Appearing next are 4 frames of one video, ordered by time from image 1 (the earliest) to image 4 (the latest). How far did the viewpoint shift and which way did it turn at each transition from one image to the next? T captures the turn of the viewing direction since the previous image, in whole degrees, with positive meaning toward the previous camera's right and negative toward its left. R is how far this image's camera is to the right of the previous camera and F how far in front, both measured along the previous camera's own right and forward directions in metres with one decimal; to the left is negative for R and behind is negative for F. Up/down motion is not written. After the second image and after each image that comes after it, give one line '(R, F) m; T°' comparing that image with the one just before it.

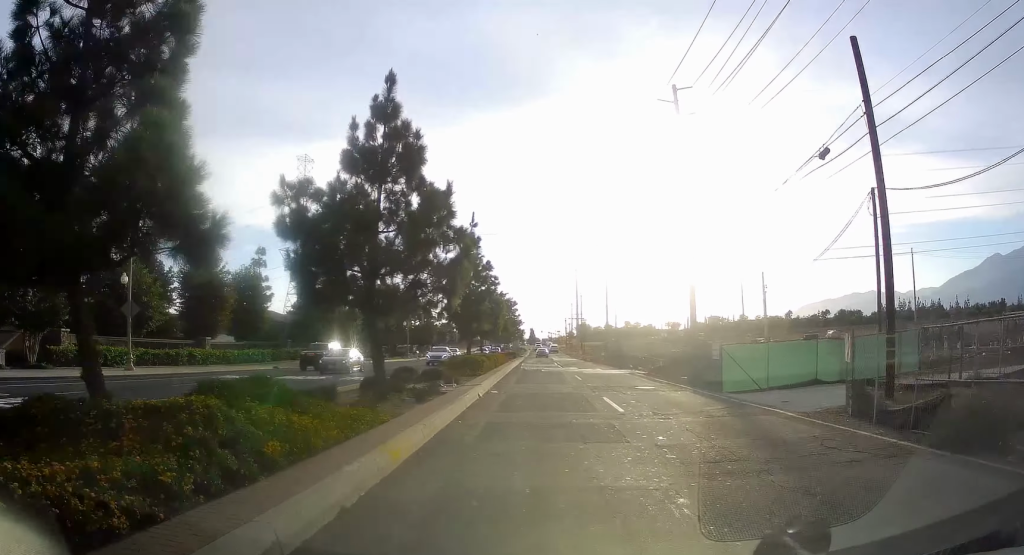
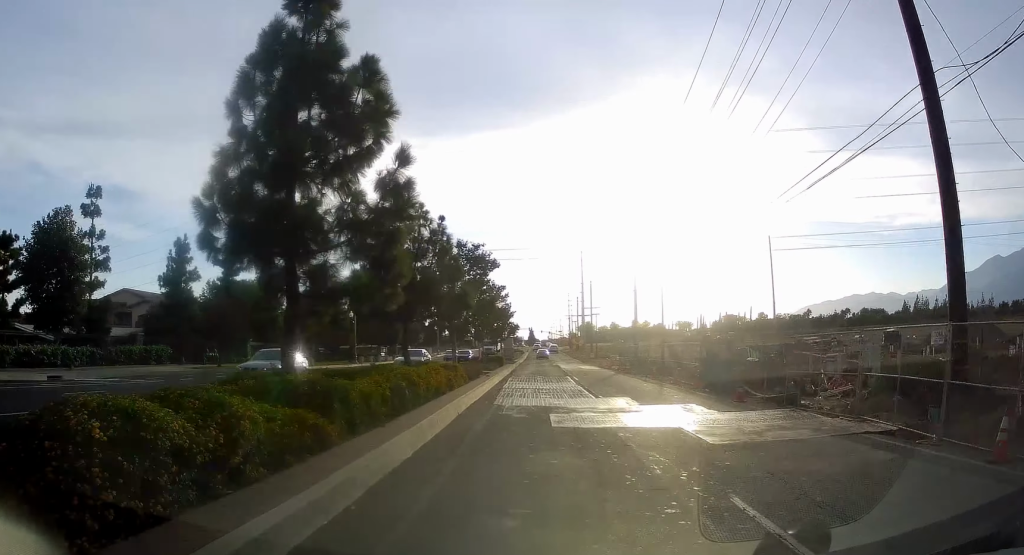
(0.0, +28.4) m; 0°
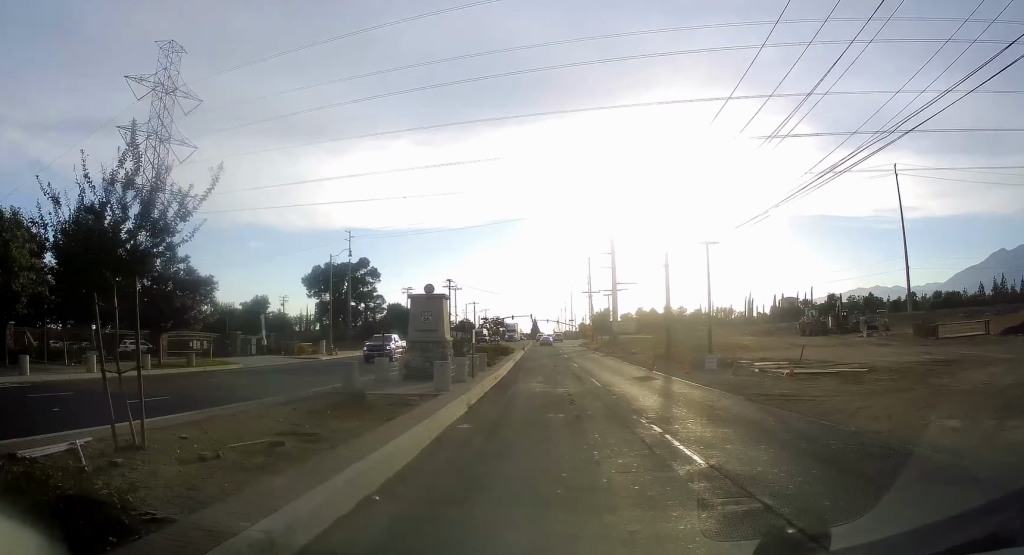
(0.0, +68.4) m; -2°
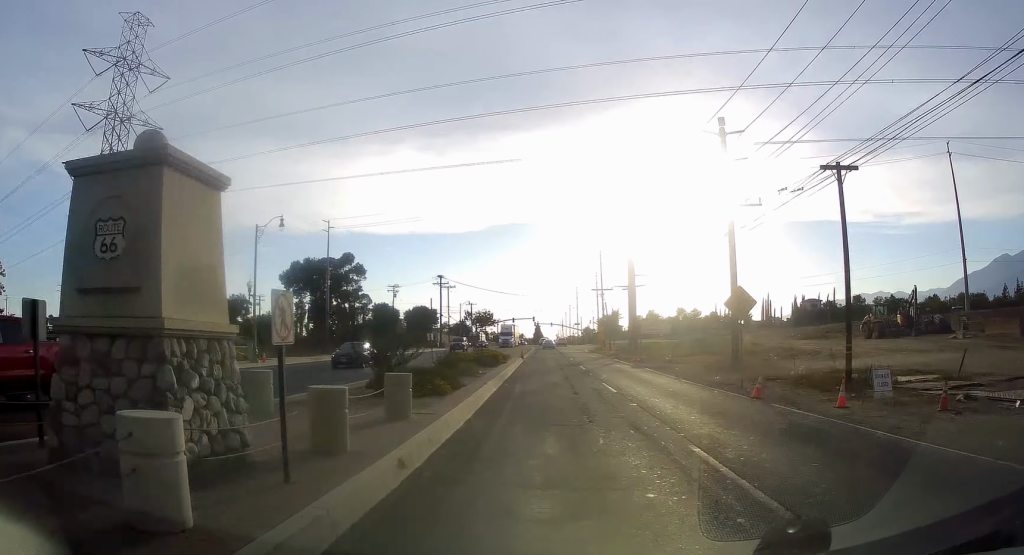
(-0.4, +17.3) m; 0°
